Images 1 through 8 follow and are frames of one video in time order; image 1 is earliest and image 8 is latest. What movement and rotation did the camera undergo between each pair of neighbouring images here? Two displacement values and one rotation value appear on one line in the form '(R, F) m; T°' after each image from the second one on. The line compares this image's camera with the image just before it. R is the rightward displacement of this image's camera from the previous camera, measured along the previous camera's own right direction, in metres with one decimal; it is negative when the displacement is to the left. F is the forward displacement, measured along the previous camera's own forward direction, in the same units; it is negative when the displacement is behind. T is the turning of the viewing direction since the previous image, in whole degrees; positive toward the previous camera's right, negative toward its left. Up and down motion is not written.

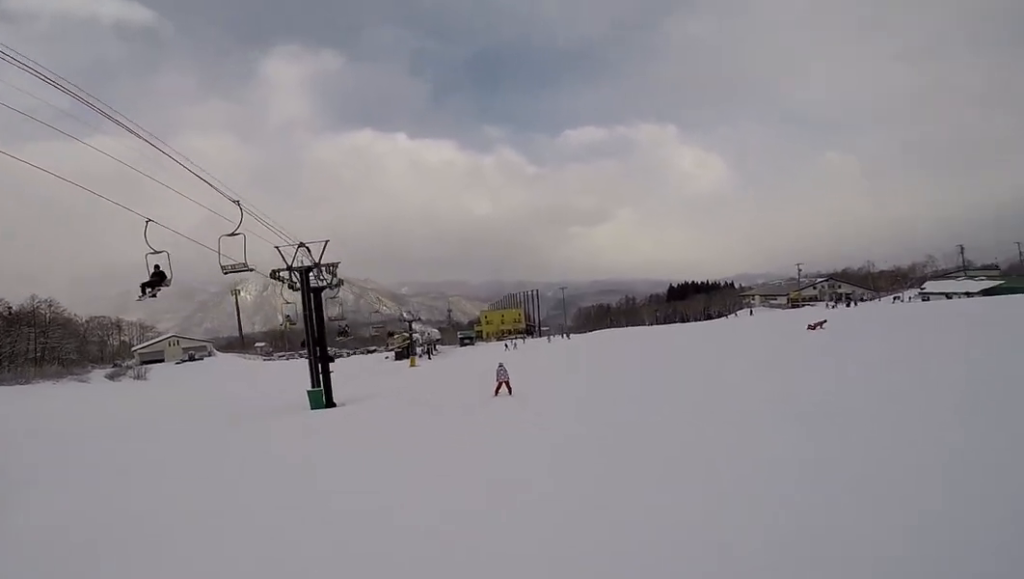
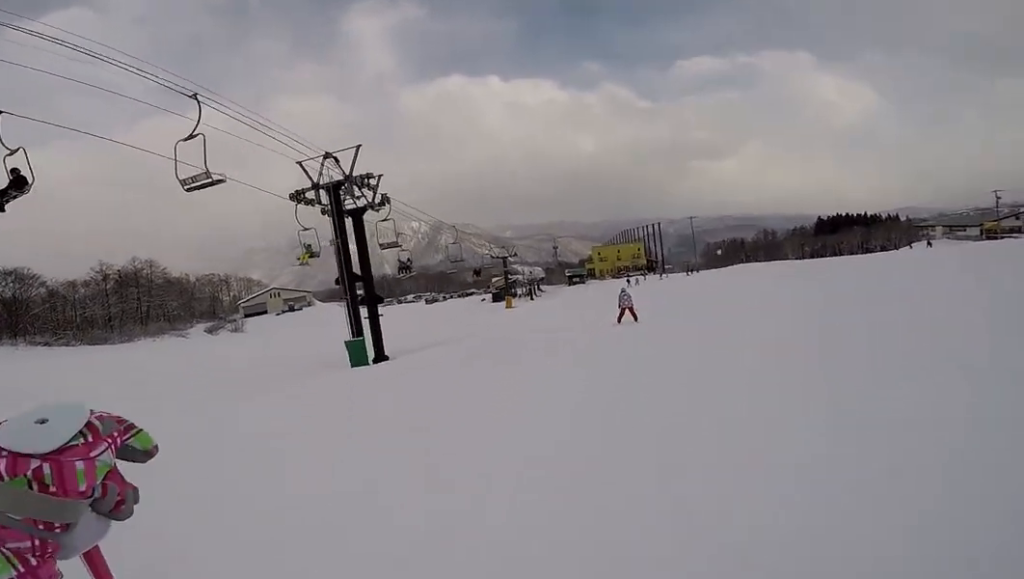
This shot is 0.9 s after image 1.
(-0.3, +7.2) m; -3°
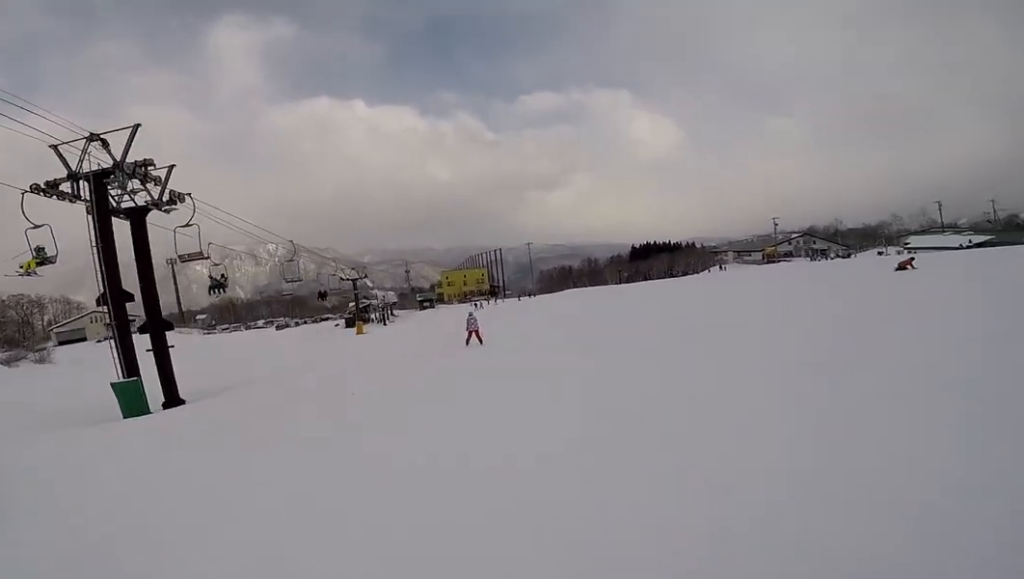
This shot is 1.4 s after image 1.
(-0.1, +4.2) m; -2°
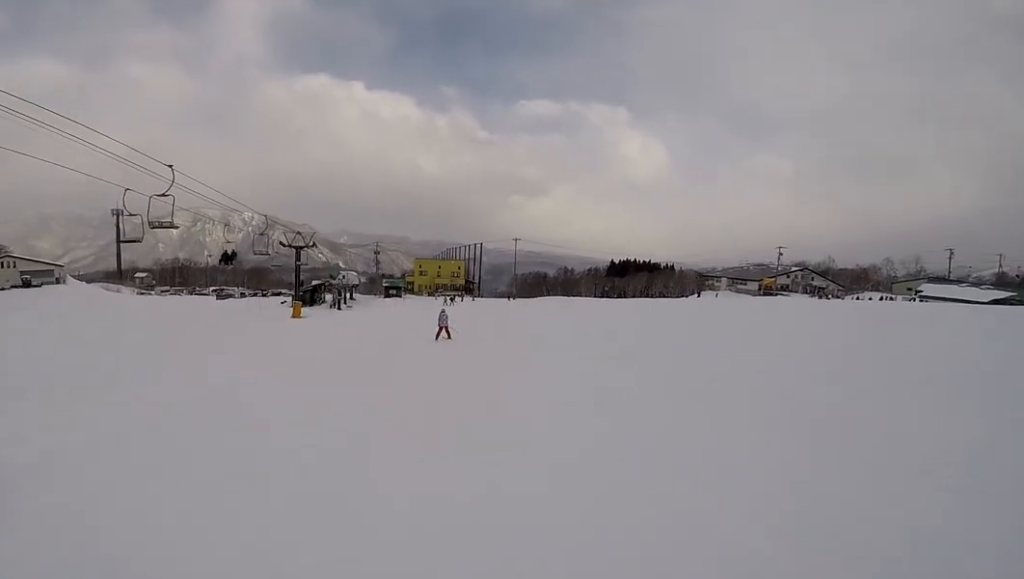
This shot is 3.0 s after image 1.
(-0.1, +12.9) m; +5°
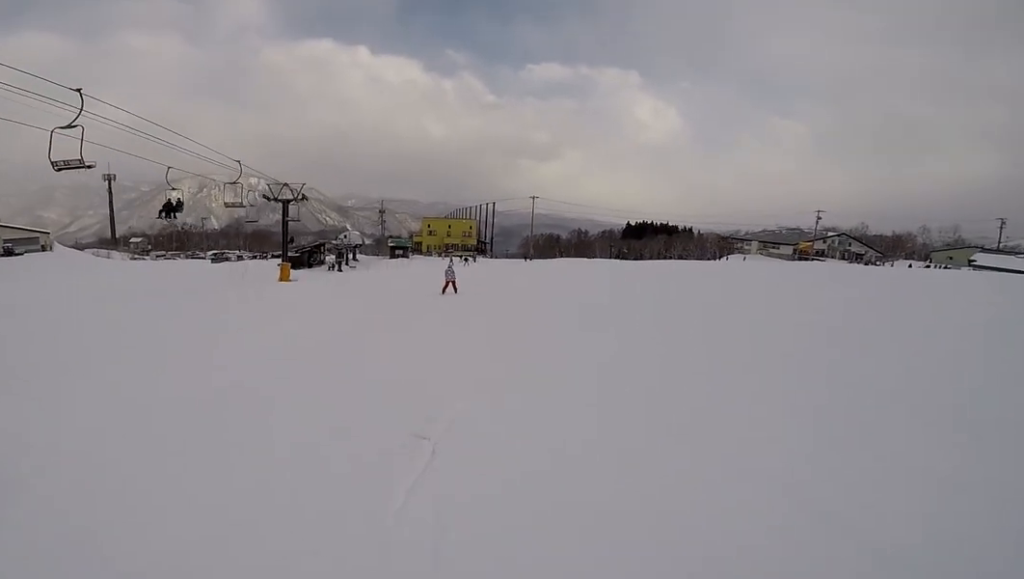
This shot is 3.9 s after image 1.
(+0.6, +6.6) m; +2°
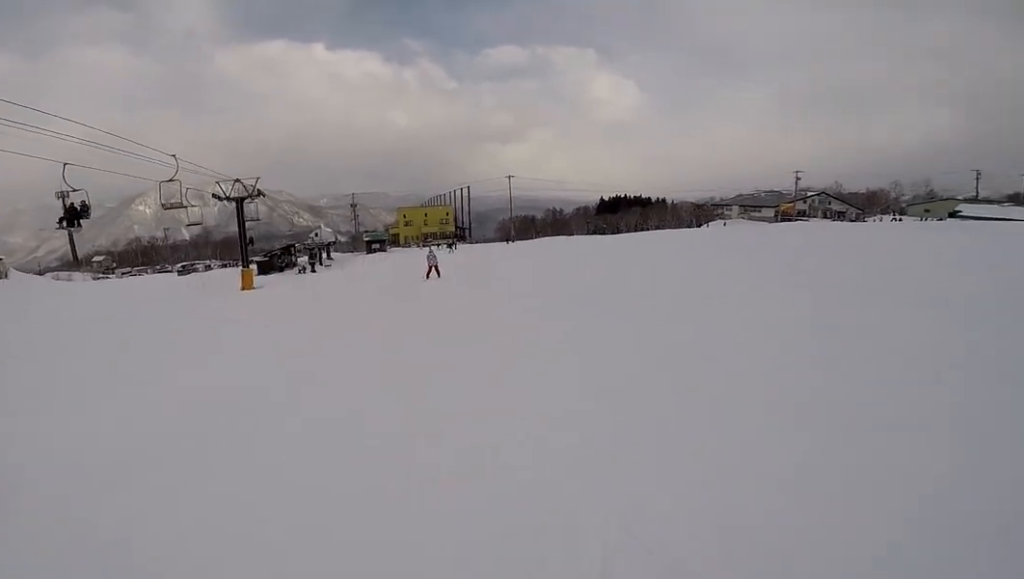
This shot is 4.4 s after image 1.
(+0.2, +4.1) m; -1°
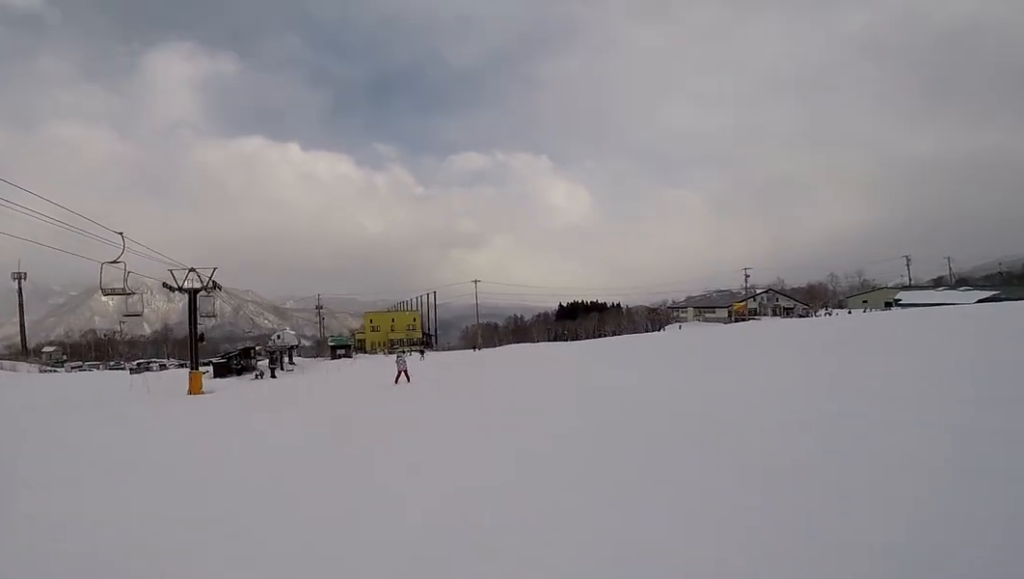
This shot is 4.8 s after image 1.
(-0.3, +2.8) m; -3°
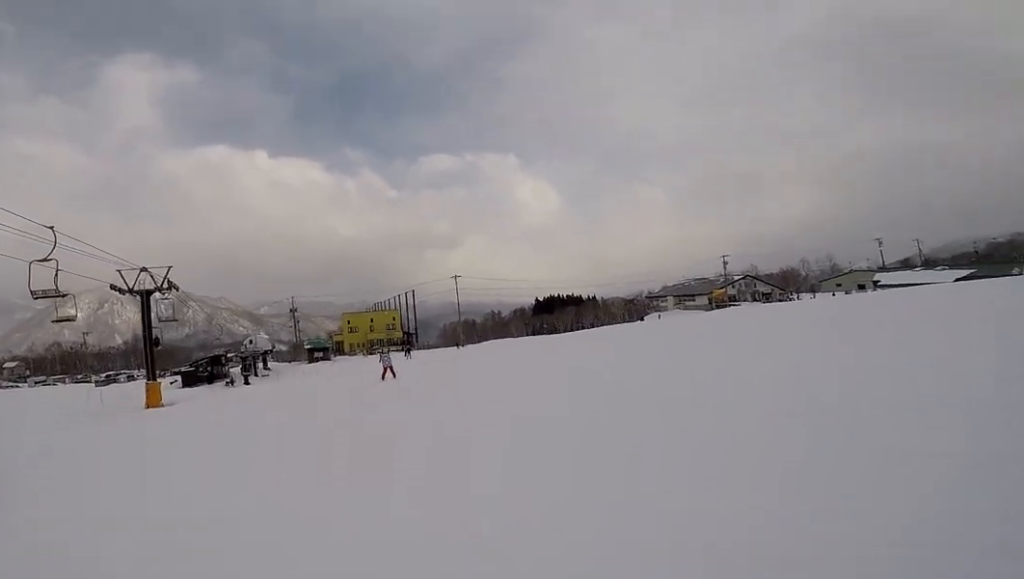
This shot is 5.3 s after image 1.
(-0.2, +3.3) m; -3°
